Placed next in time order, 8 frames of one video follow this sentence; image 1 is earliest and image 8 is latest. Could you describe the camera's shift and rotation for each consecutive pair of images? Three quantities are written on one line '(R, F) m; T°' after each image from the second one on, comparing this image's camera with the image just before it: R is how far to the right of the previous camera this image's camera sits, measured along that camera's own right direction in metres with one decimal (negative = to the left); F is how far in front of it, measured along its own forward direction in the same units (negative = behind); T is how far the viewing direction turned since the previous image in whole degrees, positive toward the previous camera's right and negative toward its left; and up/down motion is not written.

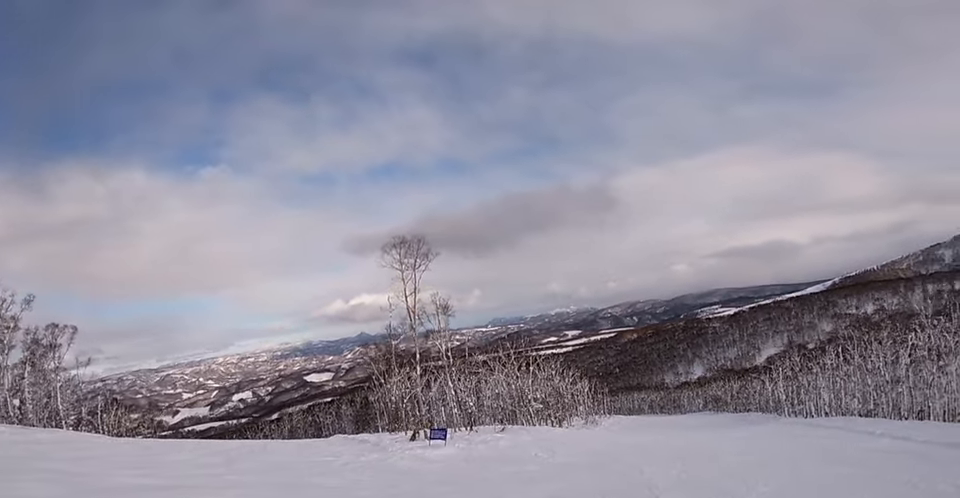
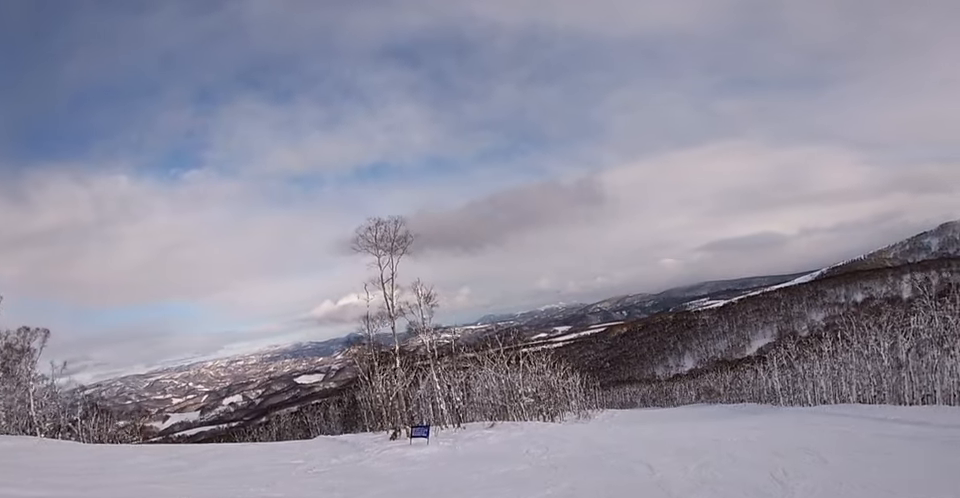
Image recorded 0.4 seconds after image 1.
(-0.2, +3.0) m; +5°
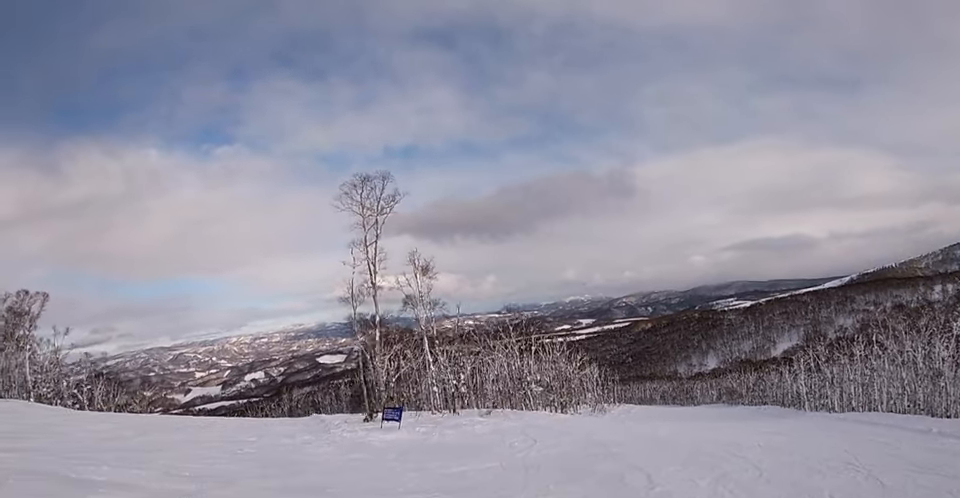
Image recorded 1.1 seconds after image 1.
(+0.8, +4.6) m; +5°
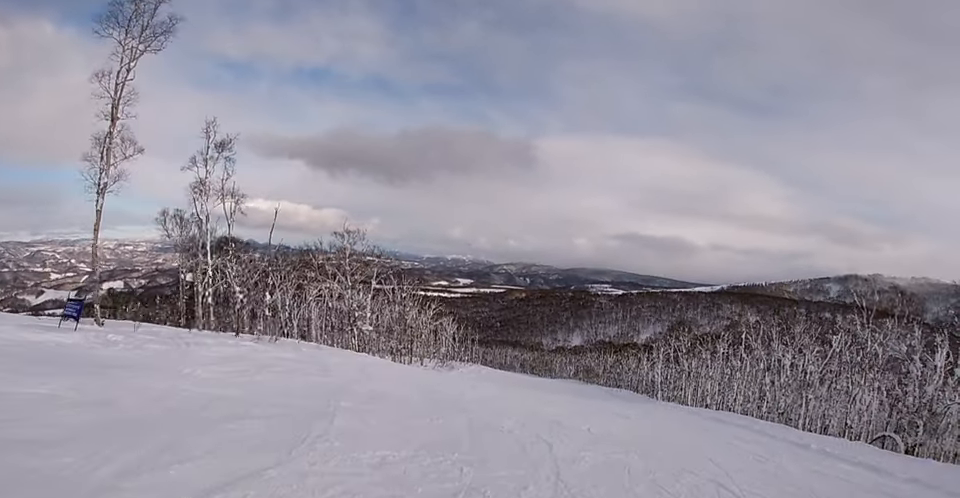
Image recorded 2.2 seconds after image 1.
(+0.2, +8.6) m; -6°
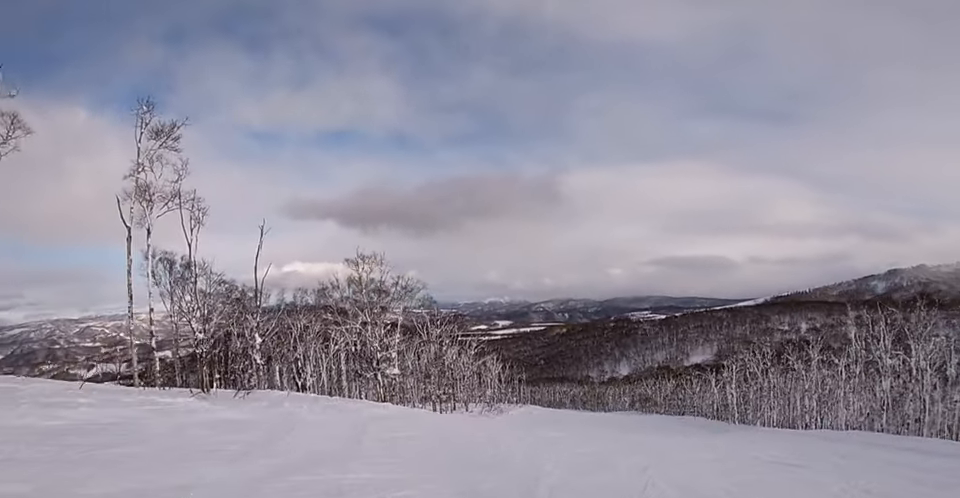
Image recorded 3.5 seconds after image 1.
(-1.3, +10.1) m; -7°
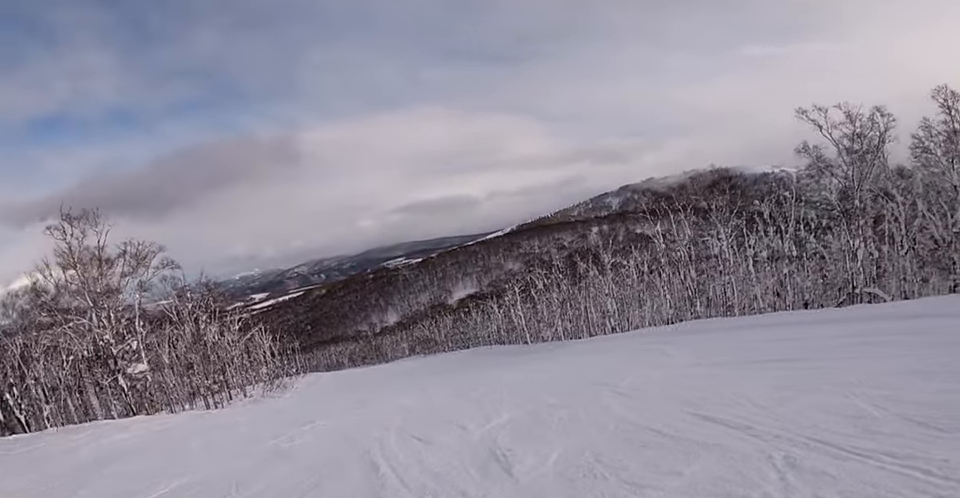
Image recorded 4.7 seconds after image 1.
(+1.0, +8.5) m; +20°
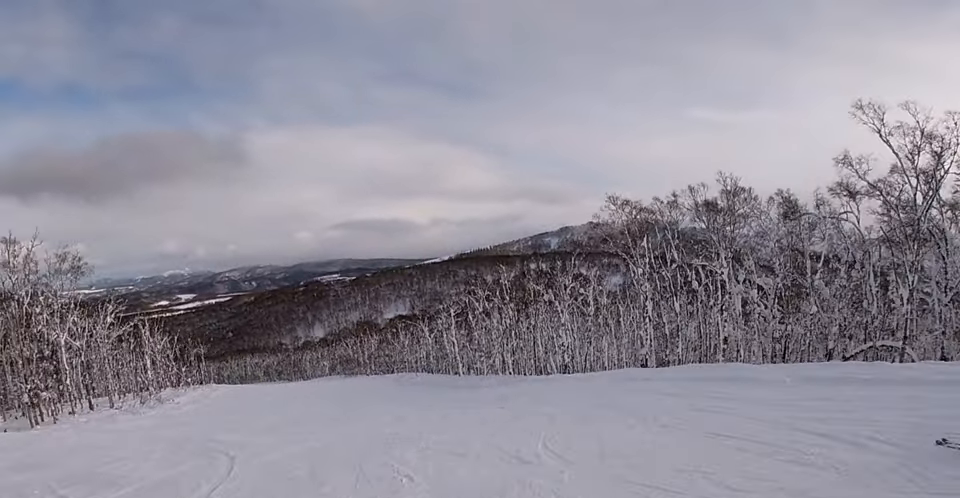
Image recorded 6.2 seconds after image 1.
(+1.4, +12.8) m; -3°
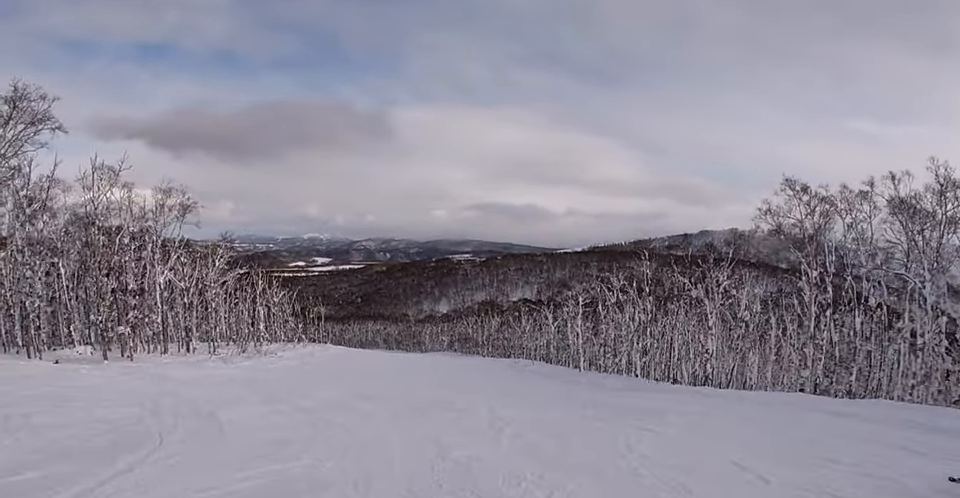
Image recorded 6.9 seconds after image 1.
(-0.4, +6.5) m; -9°
